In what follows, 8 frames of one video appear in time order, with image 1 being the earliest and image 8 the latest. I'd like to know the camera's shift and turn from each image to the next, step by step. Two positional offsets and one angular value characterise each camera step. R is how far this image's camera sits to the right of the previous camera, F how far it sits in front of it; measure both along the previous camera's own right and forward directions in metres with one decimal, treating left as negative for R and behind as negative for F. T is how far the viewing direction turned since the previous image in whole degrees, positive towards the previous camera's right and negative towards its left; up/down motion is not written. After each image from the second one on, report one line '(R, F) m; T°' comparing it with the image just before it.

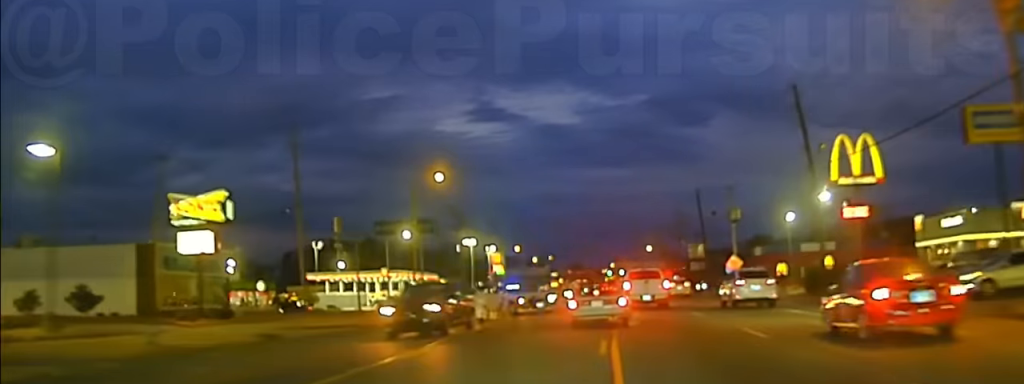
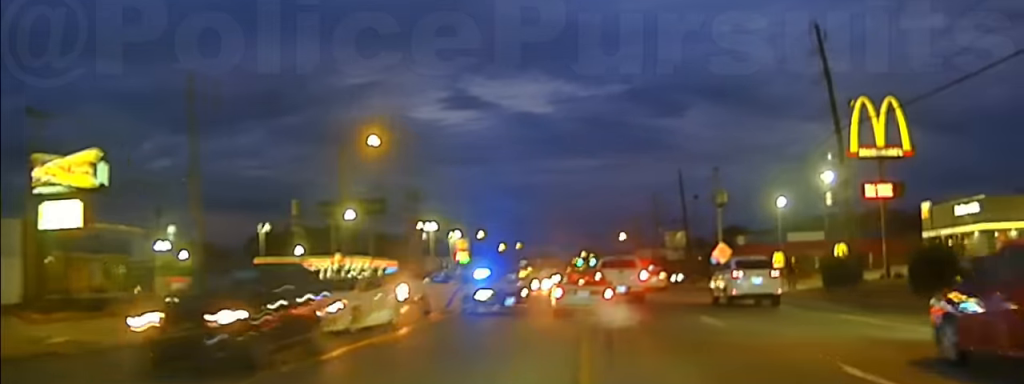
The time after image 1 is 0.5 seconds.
(+0.1, +10.9) m; +1°
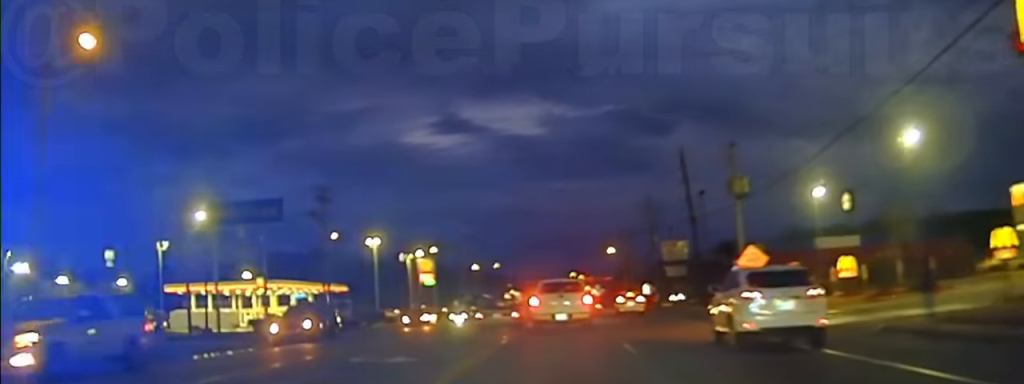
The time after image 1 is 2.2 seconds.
(0.0, +33.3) m; -2°
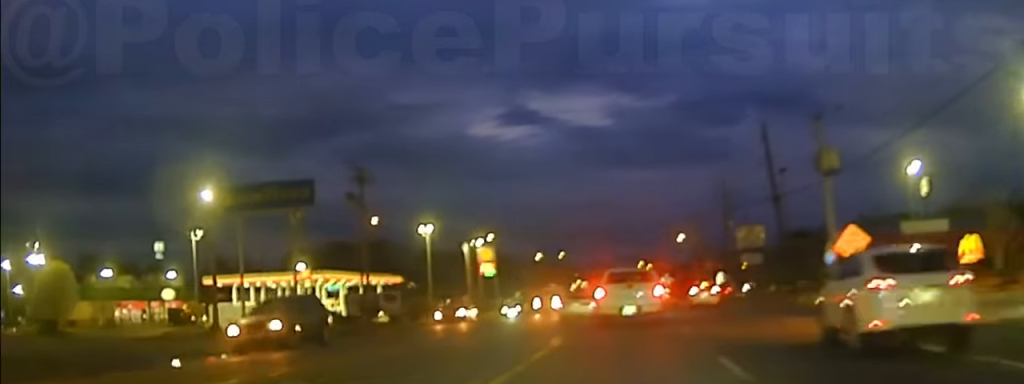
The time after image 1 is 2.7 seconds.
(0.0, +8.0) m; -2°
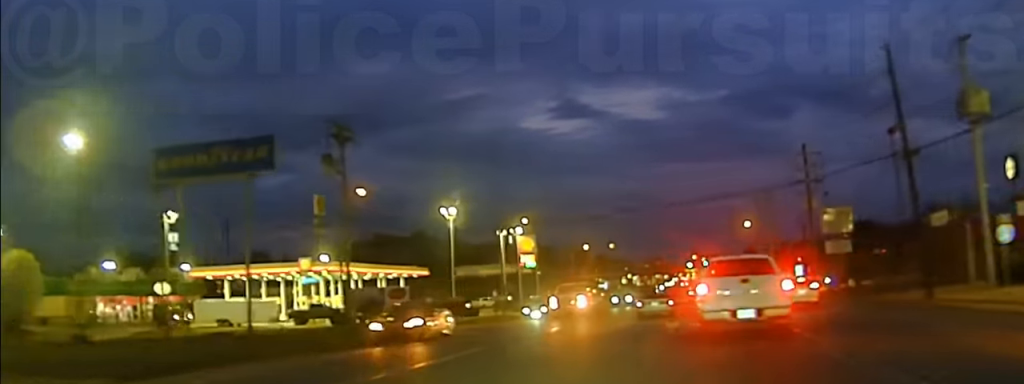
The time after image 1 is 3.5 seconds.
(-0.6, +15.2) m; -3°
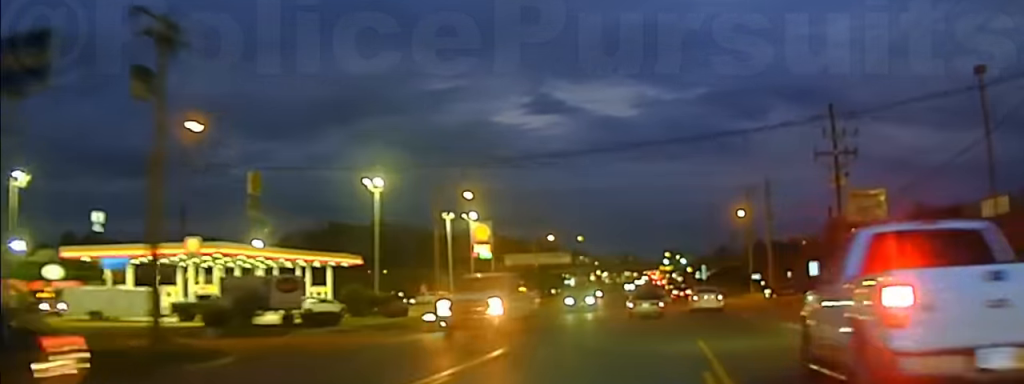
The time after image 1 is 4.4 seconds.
(-0.4, +17.8) m; +1°
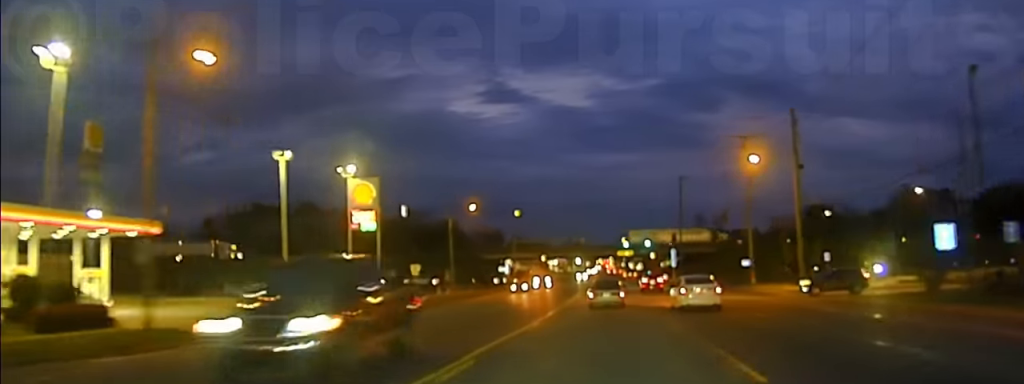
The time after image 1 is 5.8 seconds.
(+1.5, +35.2) m; +4°
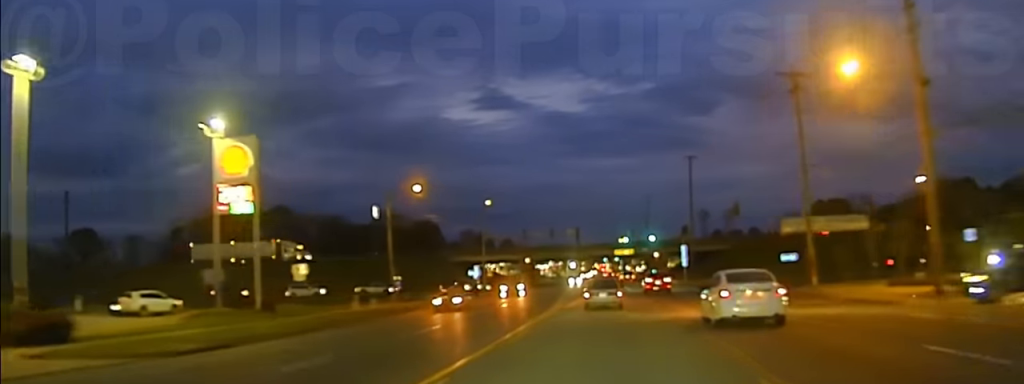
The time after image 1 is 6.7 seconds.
(0.0, +26.0) m; +1°
